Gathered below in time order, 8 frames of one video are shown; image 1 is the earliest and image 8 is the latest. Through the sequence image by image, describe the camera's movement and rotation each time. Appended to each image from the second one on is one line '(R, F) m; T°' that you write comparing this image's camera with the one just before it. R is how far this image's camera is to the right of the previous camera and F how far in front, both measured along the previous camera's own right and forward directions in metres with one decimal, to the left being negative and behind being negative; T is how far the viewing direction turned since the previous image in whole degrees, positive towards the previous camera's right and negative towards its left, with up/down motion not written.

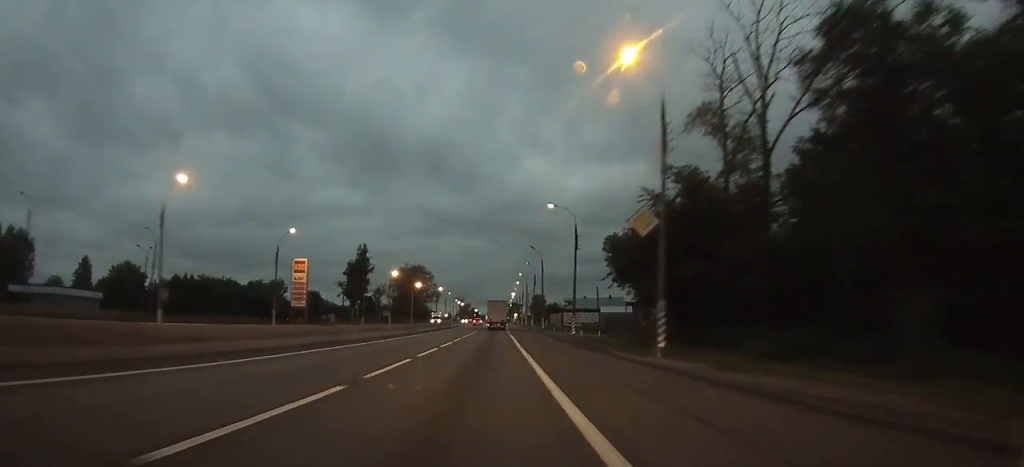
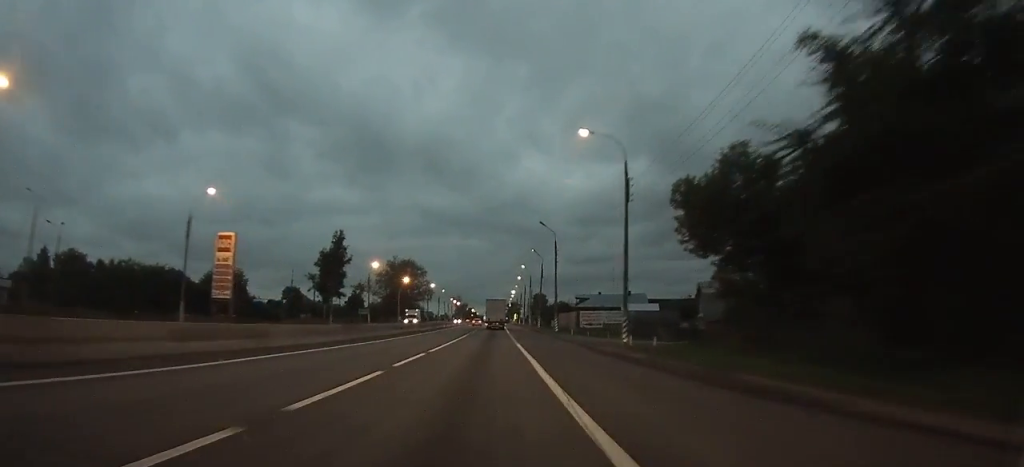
(0.0, +20.7) m; 0°
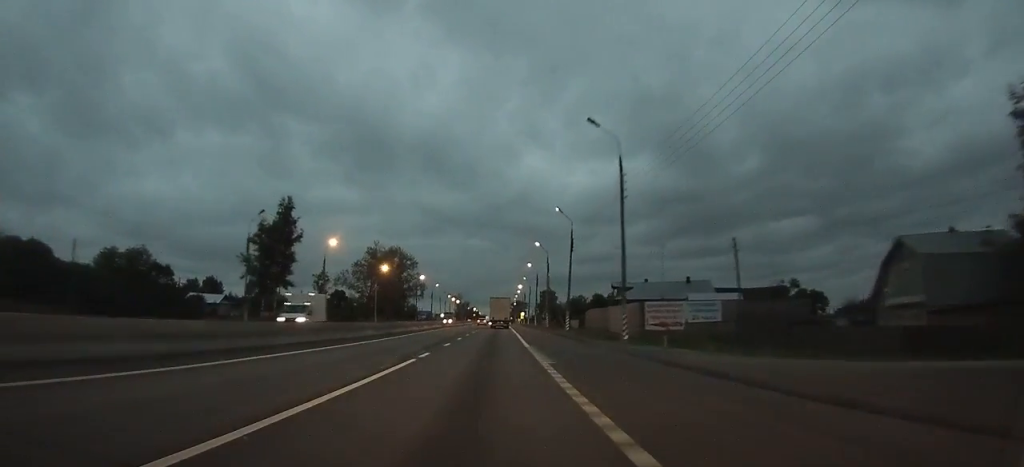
(0.0, +32.6) m; 0°
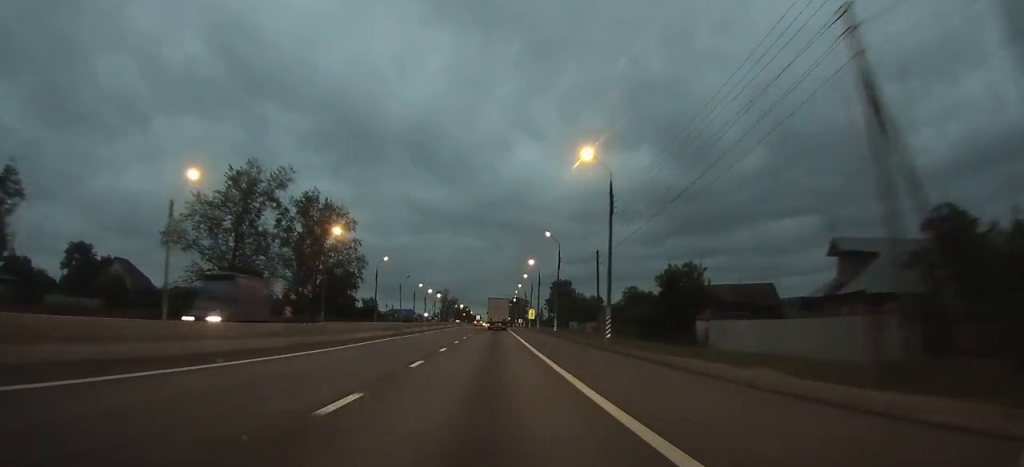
(-0.1, +77.6) m; 0°
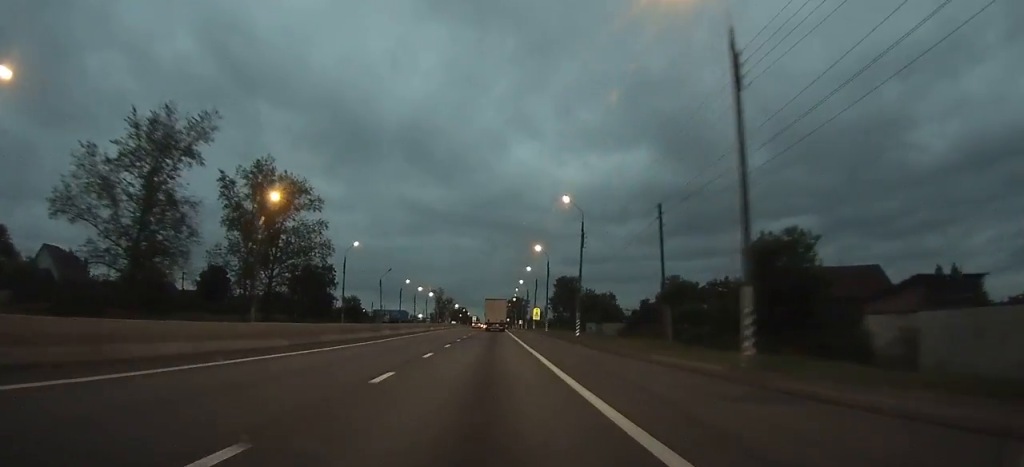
(0.0, +20.7) m; 0°
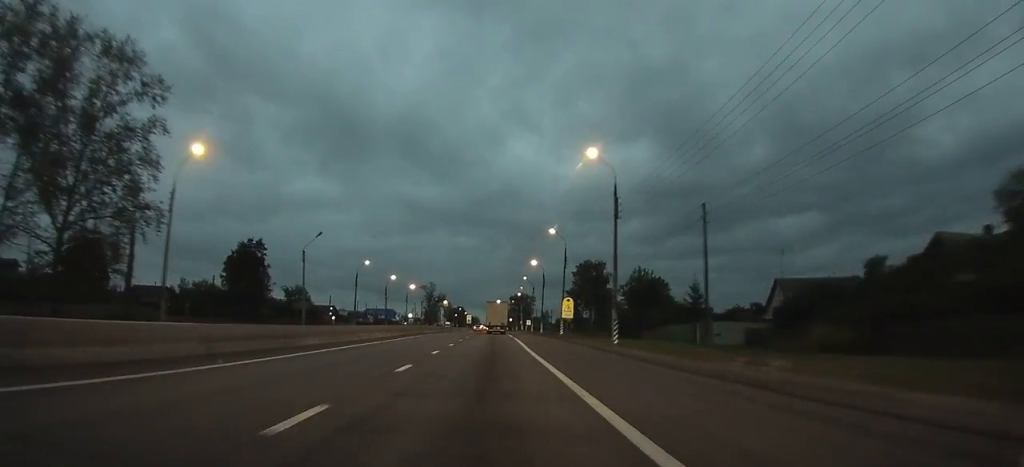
(0.0, +46.0) m; 0°
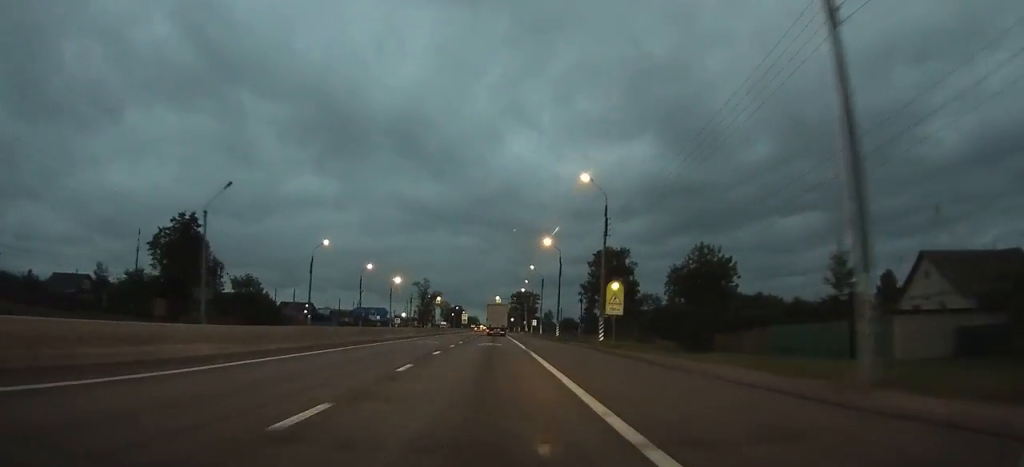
(0.0, +25.0) m; 0°
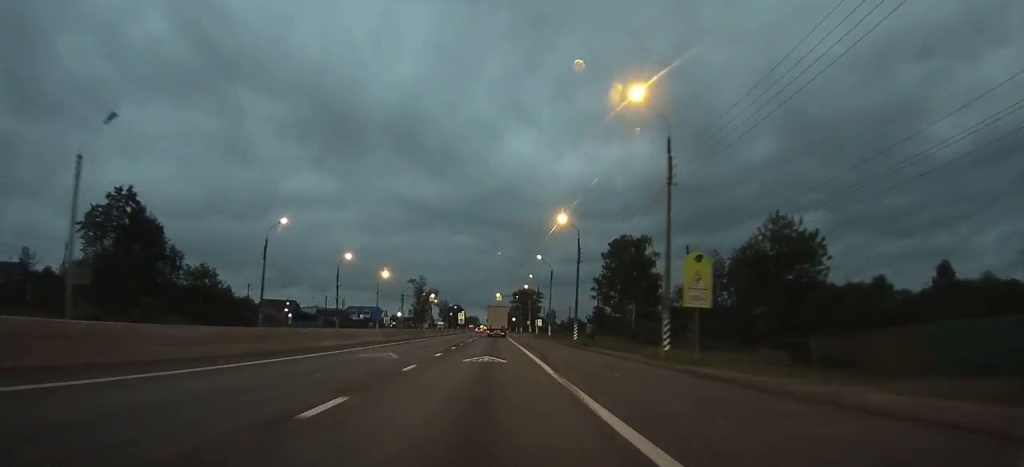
(0.0, +15.8) m; 0°
